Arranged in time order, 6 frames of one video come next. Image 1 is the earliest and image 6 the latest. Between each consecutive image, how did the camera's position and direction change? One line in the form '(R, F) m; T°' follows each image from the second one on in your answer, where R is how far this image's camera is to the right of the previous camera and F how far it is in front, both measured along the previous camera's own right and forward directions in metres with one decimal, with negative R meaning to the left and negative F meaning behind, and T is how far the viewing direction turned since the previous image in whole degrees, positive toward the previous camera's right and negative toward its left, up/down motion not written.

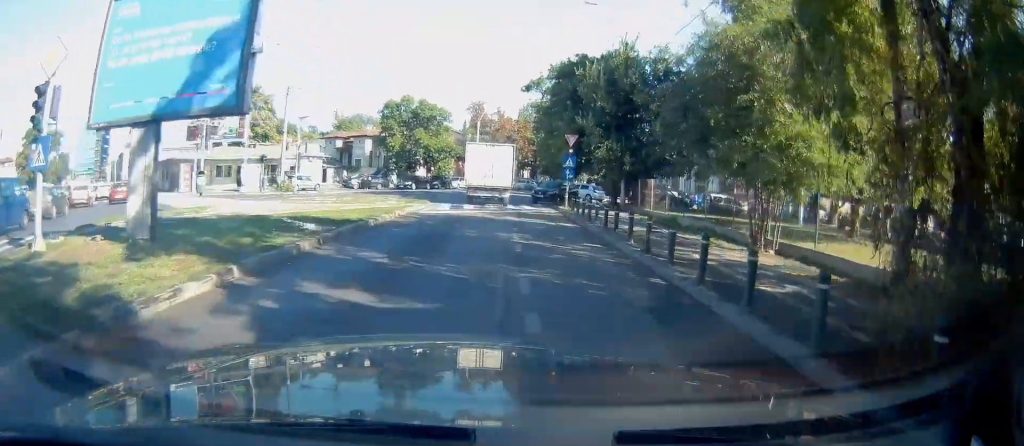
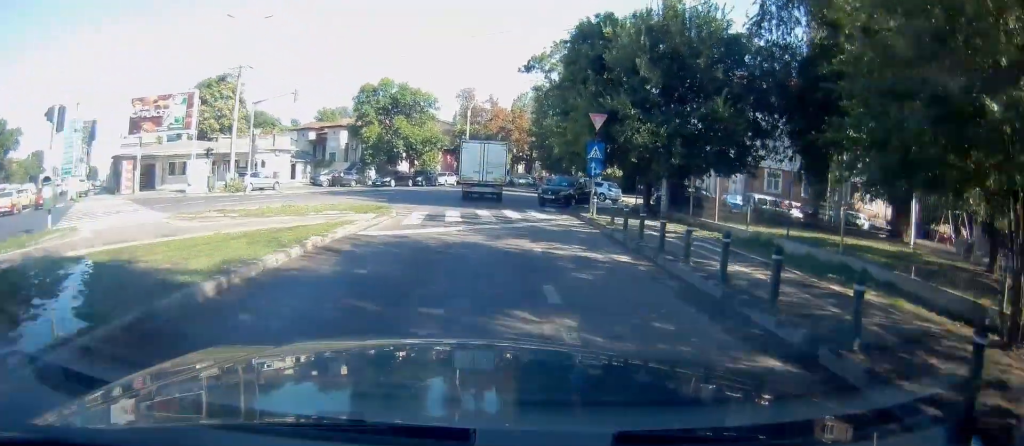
(+0.2, +7.5) m; +3°
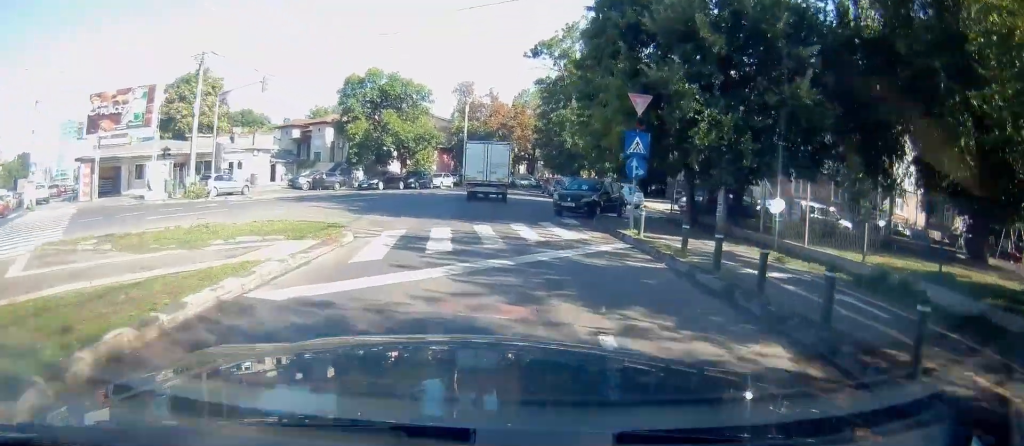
(+0.1, +5.5) m; +1°
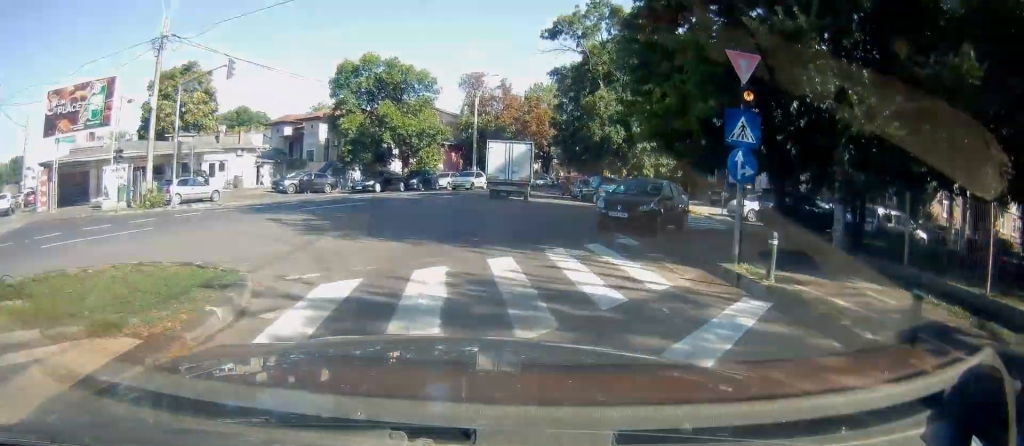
(0.0, +6.2) m; 0°
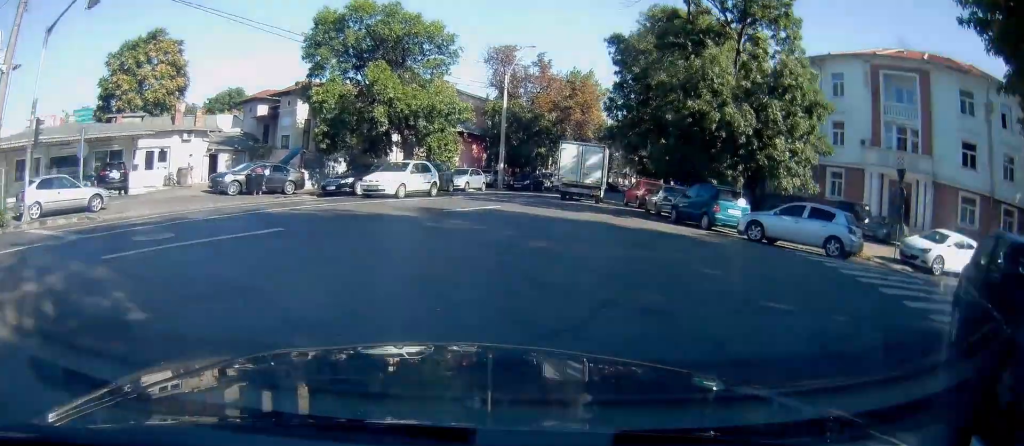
(-0.1, +13.3) m; 0°
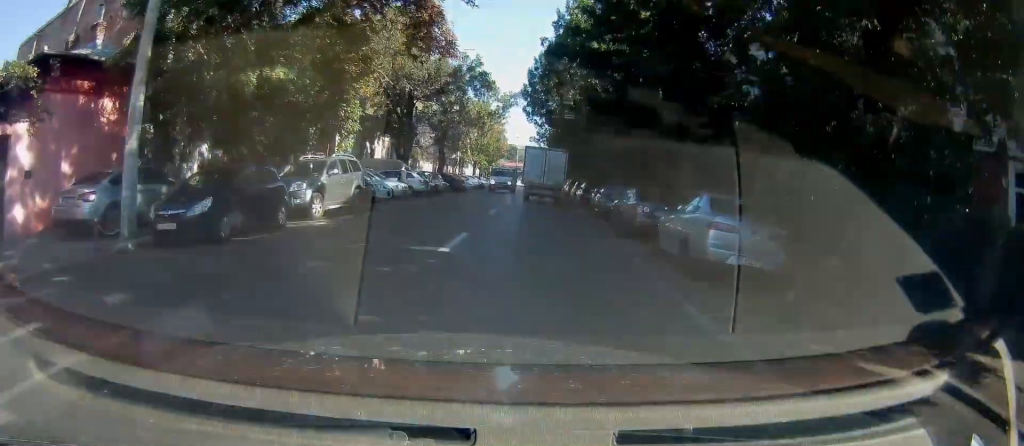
(+3.1, +34.5) m; +13°
